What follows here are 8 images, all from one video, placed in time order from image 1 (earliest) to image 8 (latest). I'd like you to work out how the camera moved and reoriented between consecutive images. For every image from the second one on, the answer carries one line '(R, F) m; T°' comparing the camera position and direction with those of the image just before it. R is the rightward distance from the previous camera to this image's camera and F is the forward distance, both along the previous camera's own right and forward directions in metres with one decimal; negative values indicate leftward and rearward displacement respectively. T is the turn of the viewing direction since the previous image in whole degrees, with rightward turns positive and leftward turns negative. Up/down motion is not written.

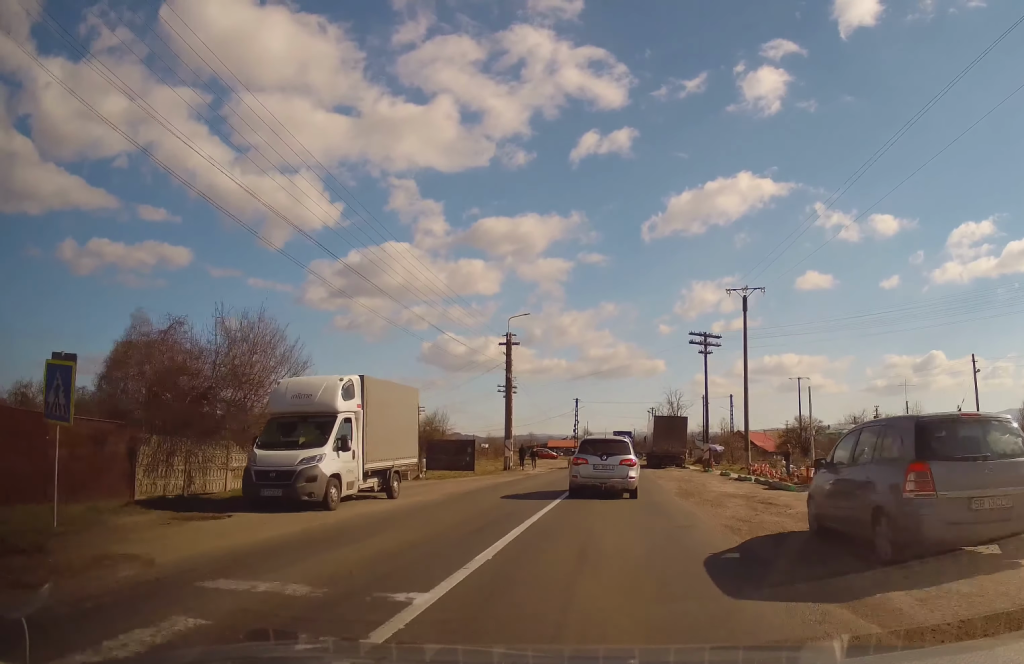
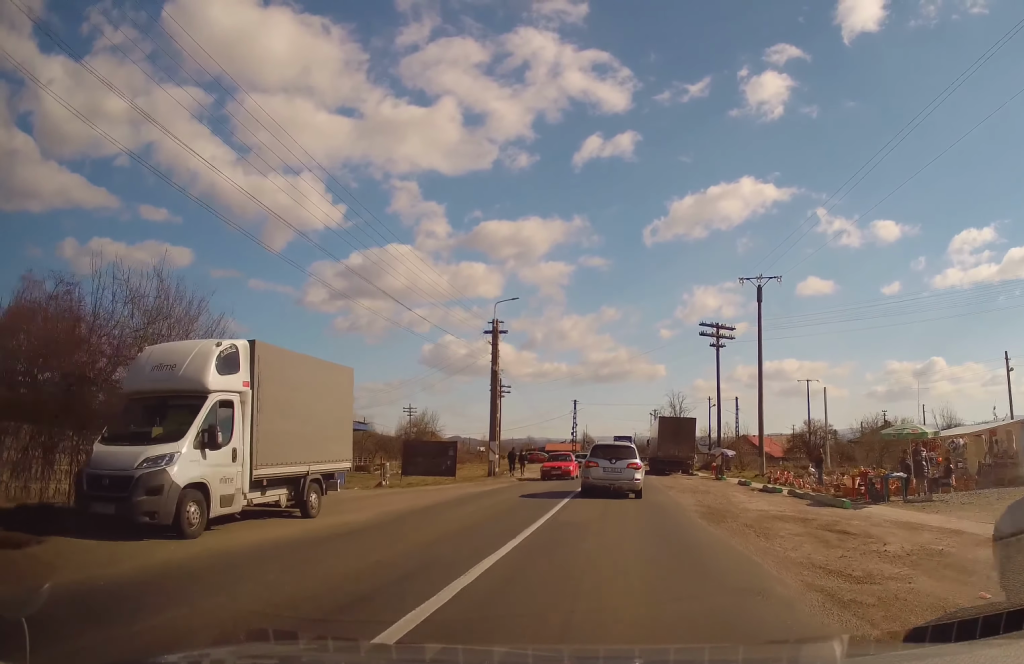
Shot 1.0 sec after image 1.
(+0.3, +5.4) m; +2°
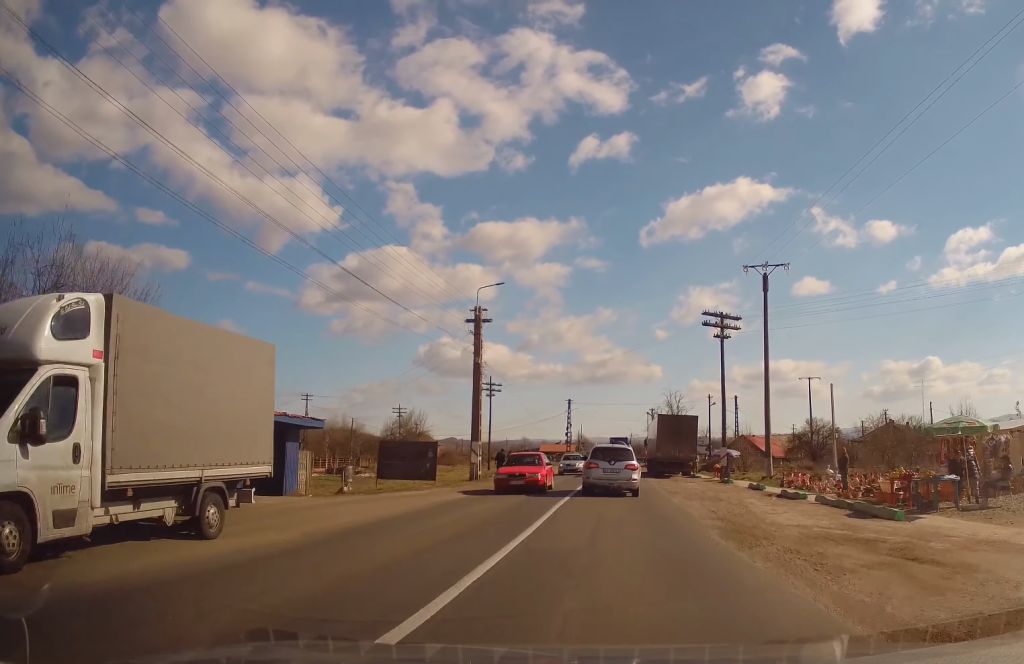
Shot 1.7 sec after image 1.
(0.0, +3.5) m; -2°
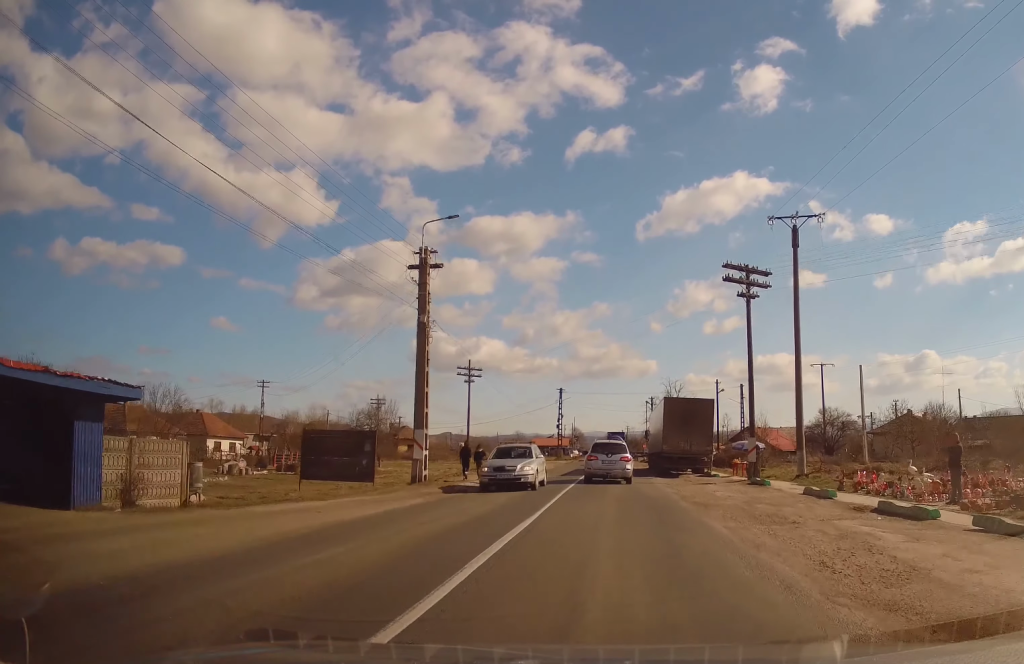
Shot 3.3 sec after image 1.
(-0.5, +8.7) m; +1°
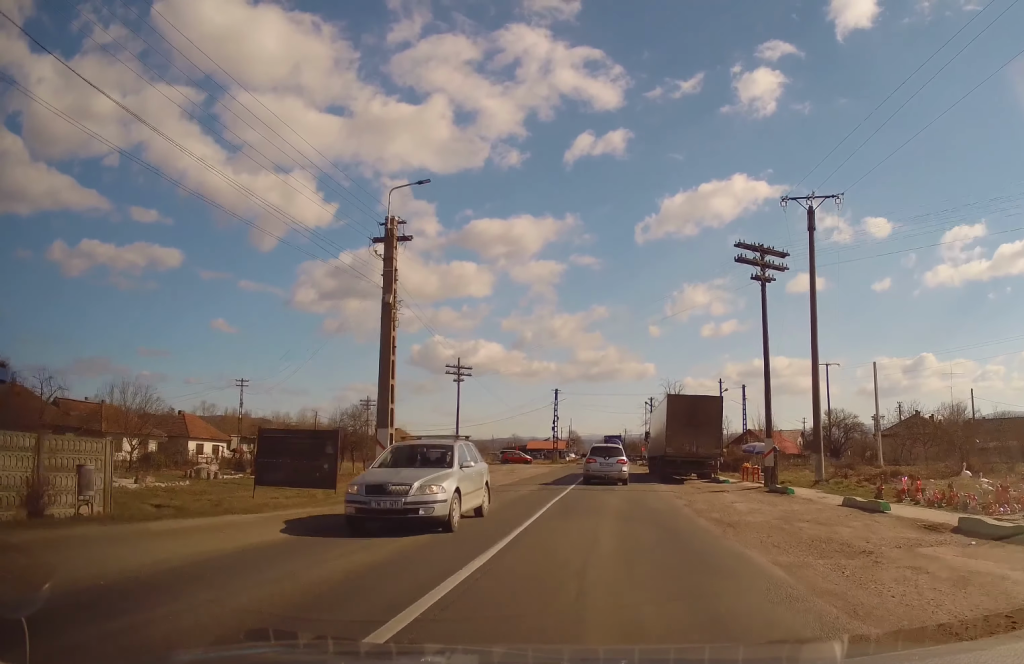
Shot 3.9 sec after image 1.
(+0.3, +3.7) m; -1°
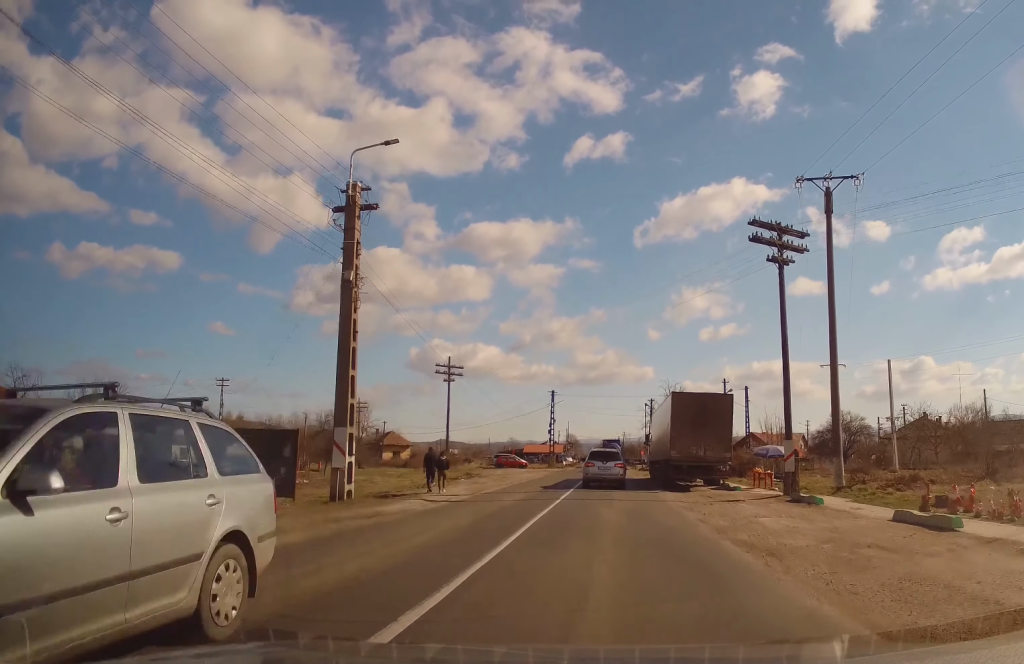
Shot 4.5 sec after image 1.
(+0.1, +3.1) m; -1°
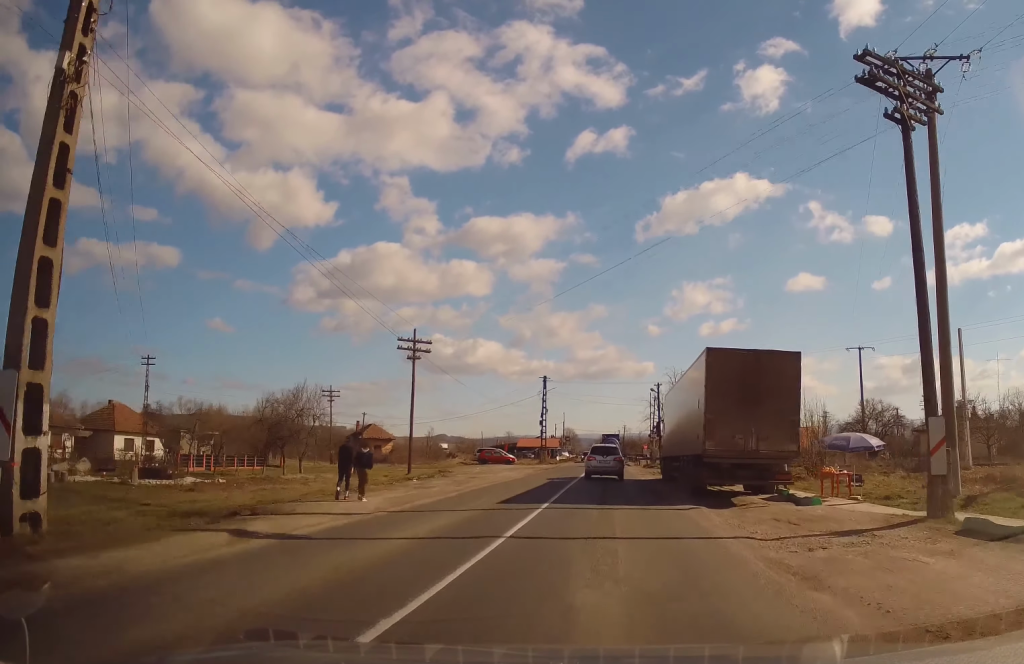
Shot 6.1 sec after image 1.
(-0.1, +10.5) m; -1°
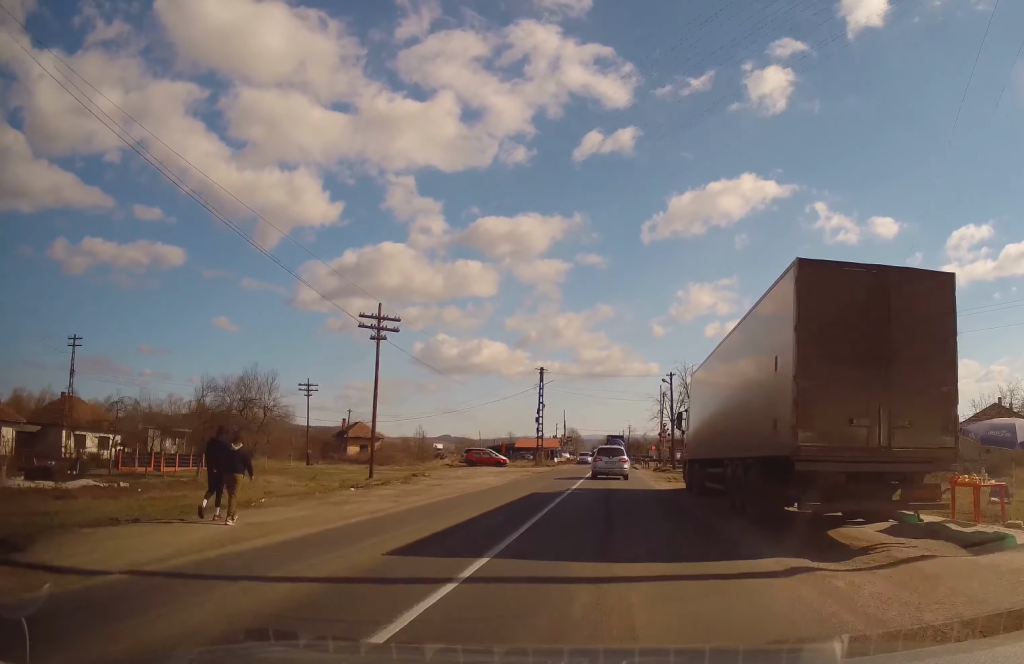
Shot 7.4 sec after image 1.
(-0.4, +8.5) m; 0°
